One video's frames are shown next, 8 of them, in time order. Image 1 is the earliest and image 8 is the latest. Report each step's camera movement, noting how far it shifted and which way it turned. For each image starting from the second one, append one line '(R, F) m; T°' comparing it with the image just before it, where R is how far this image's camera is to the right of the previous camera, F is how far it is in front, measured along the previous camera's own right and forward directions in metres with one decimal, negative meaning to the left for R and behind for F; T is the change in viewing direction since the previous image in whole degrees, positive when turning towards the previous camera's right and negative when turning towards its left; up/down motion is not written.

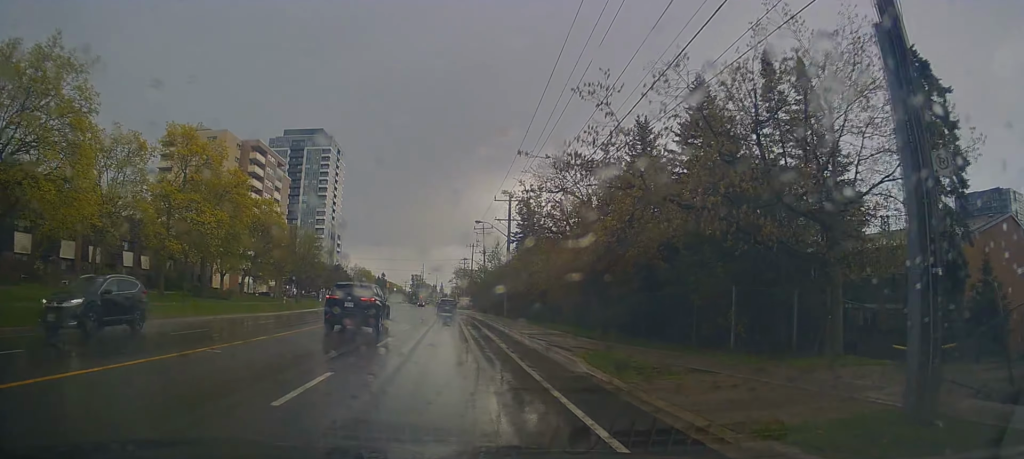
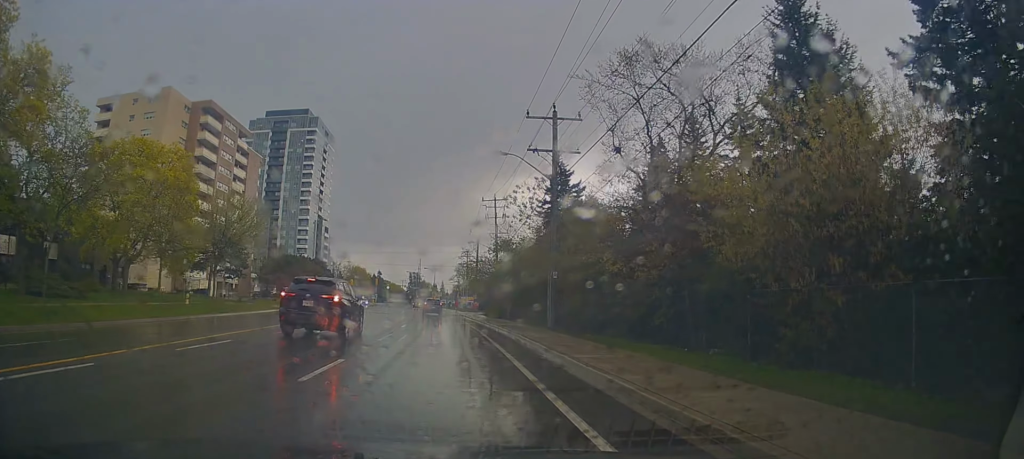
(0.0, +24.6) m; -2°
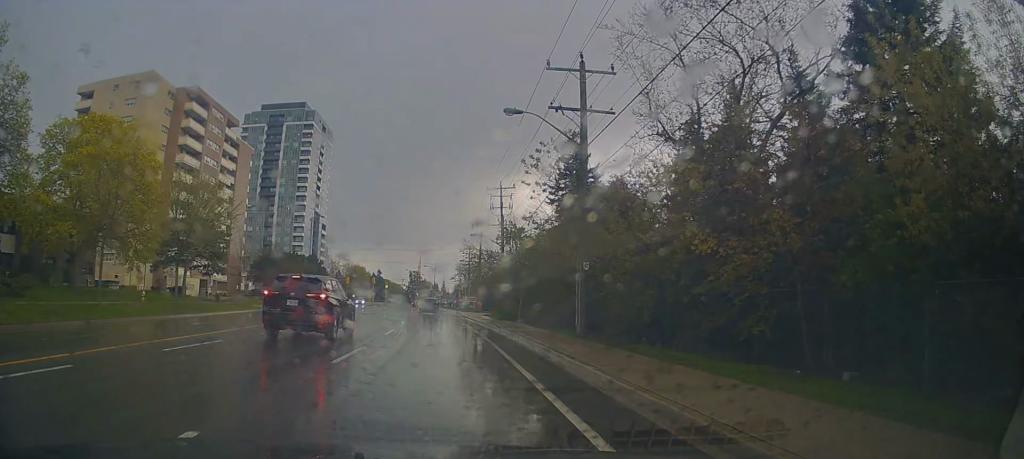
(+0.1, +6.2) m; 0°
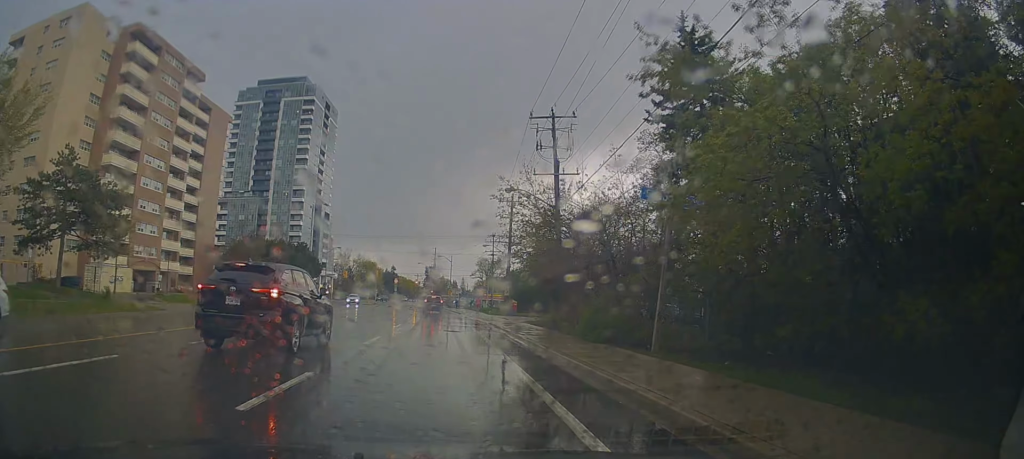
(+0.2, +21.4) m; 0°
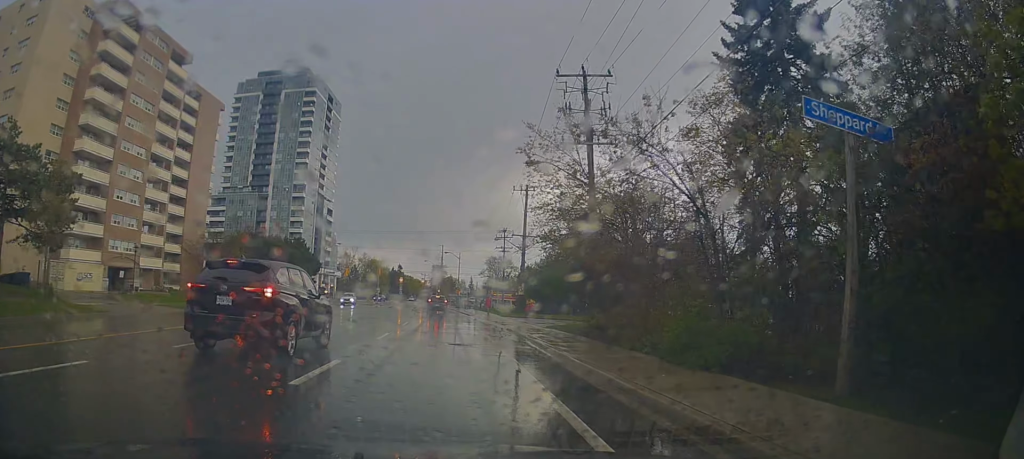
(+0.1, +6.8) m; -1°
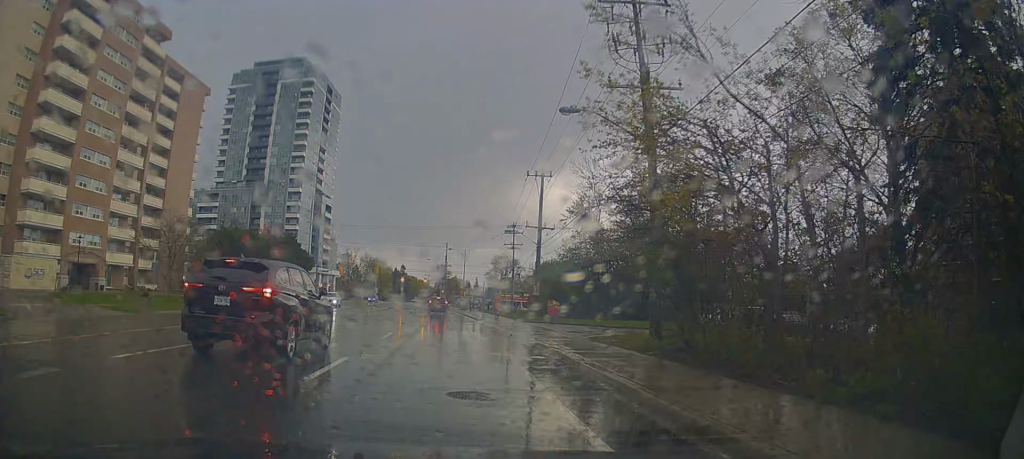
(-0.3, +7.5) m; -4°
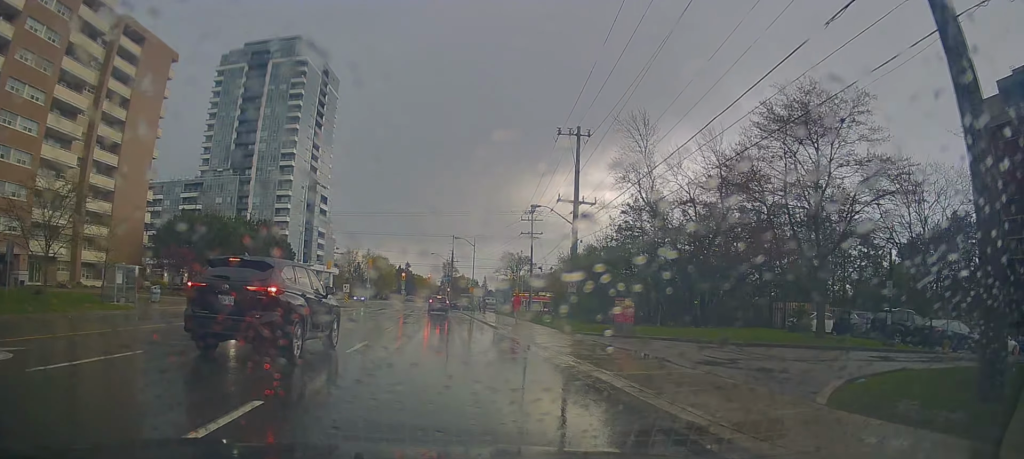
(-0.5, +13.2) m; -1°
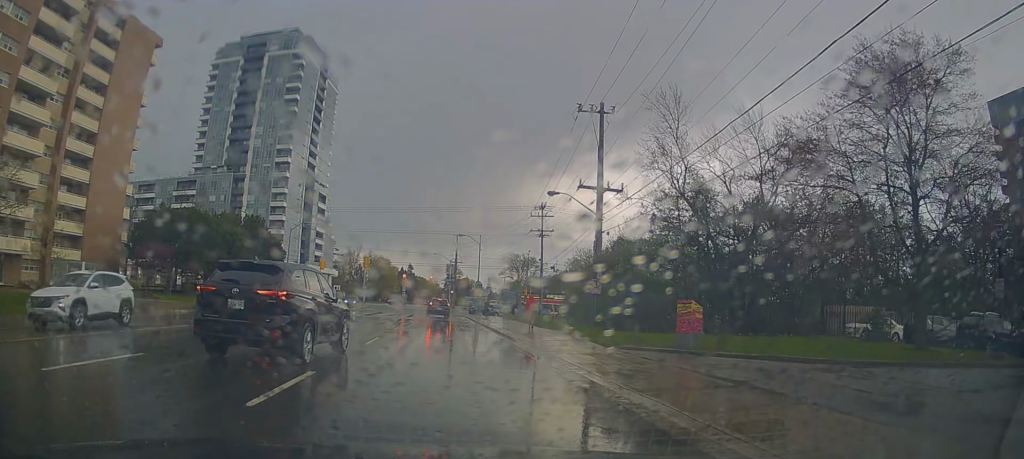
(+0.2, +5.5) m; +1°
